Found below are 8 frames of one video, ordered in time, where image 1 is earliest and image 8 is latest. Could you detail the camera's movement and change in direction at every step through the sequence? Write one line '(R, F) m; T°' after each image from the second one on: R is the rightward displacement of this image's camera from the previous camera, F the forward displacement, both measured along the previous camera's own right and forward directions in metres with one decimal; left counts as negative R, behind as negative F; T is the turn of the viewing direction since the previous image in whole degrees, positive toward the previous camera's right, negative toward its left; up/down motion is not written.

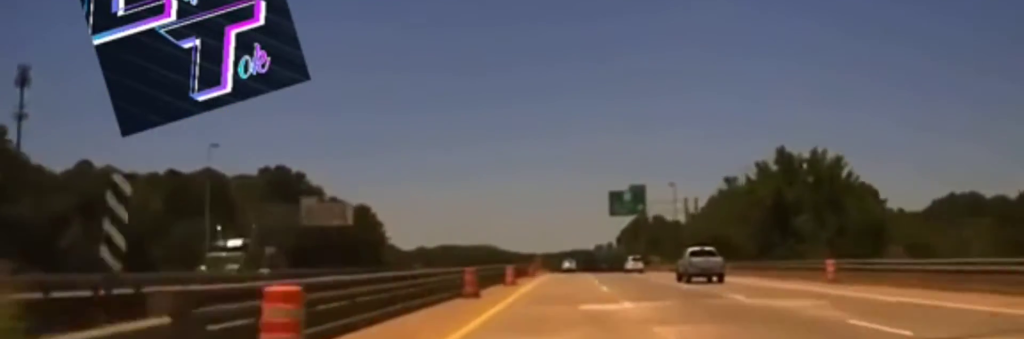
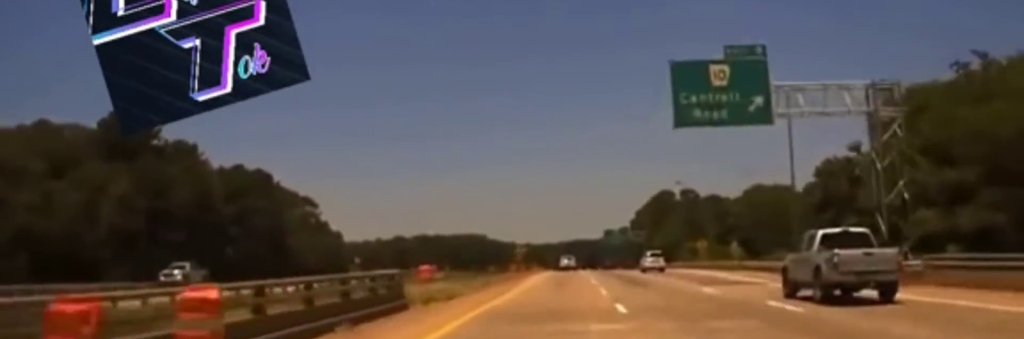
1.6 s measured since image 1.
(-0.4, +68.9) m; 0°
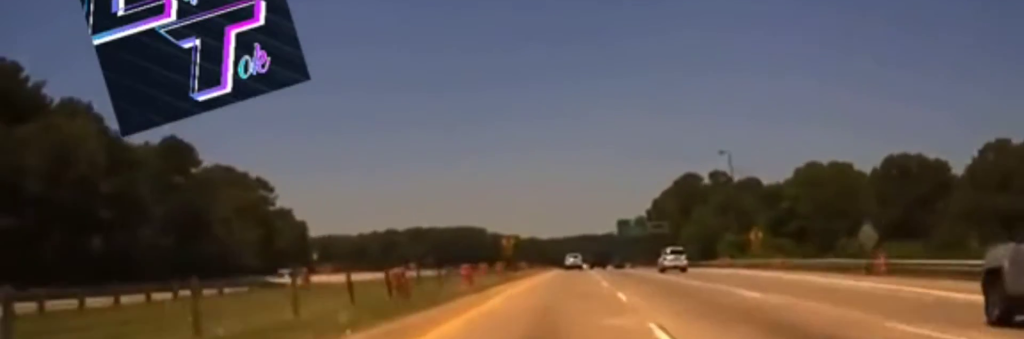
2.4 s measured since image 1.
(+0.1, +31.6) m; 0°
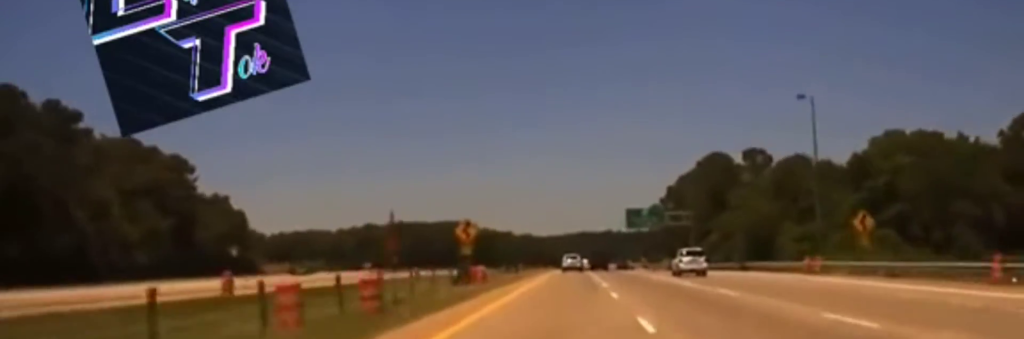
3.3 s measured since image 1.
(0.0, +31.4) m; 0°
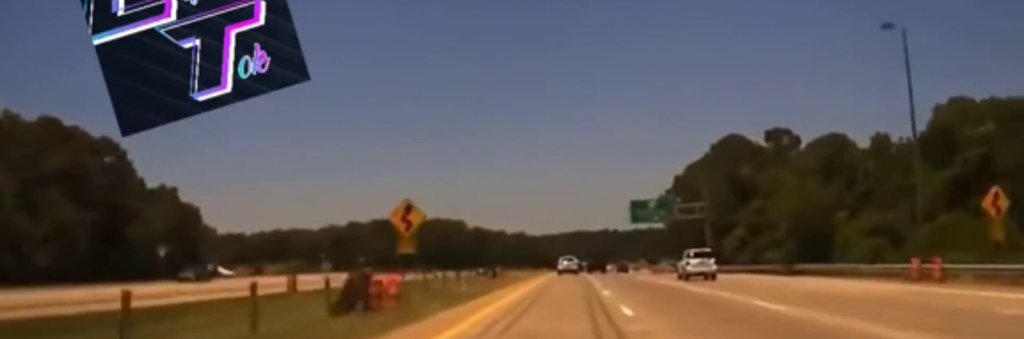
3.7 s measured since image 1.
(0.0, +16.5) m; 0°
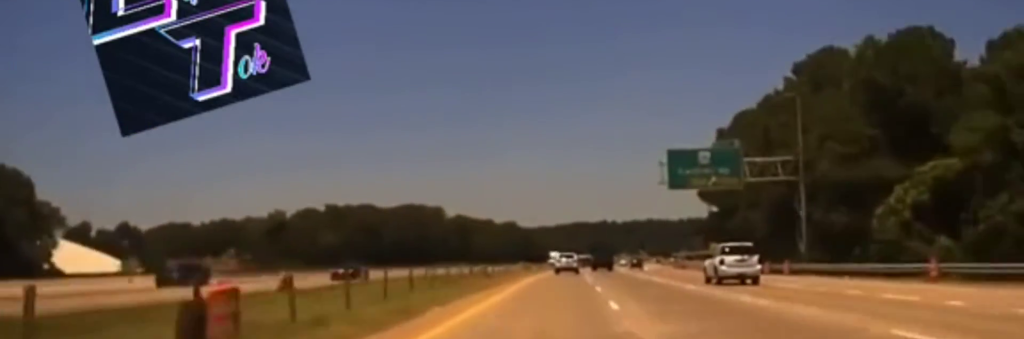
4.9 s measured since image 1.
(-0.2, +41.4) m; 0°
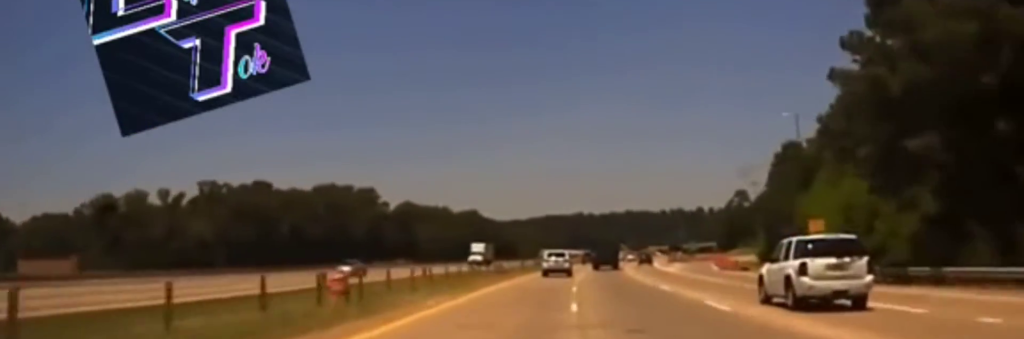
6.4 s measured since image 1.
(+0.8, +63.8) m; +2°
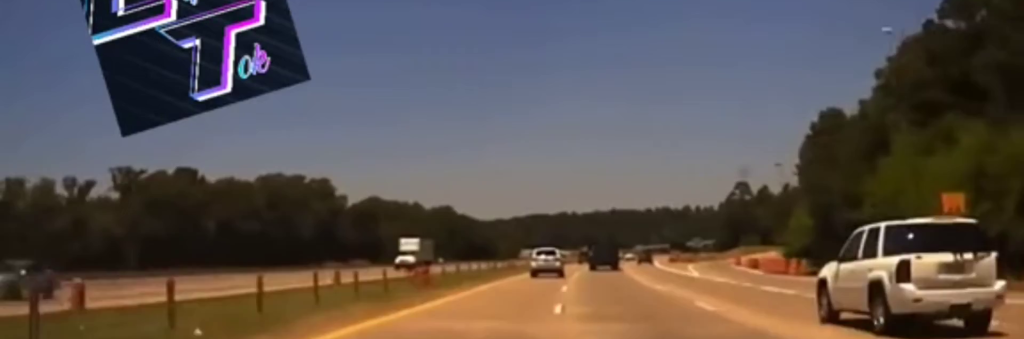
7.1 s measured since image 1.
(0.0, +29.9) m; +1°
